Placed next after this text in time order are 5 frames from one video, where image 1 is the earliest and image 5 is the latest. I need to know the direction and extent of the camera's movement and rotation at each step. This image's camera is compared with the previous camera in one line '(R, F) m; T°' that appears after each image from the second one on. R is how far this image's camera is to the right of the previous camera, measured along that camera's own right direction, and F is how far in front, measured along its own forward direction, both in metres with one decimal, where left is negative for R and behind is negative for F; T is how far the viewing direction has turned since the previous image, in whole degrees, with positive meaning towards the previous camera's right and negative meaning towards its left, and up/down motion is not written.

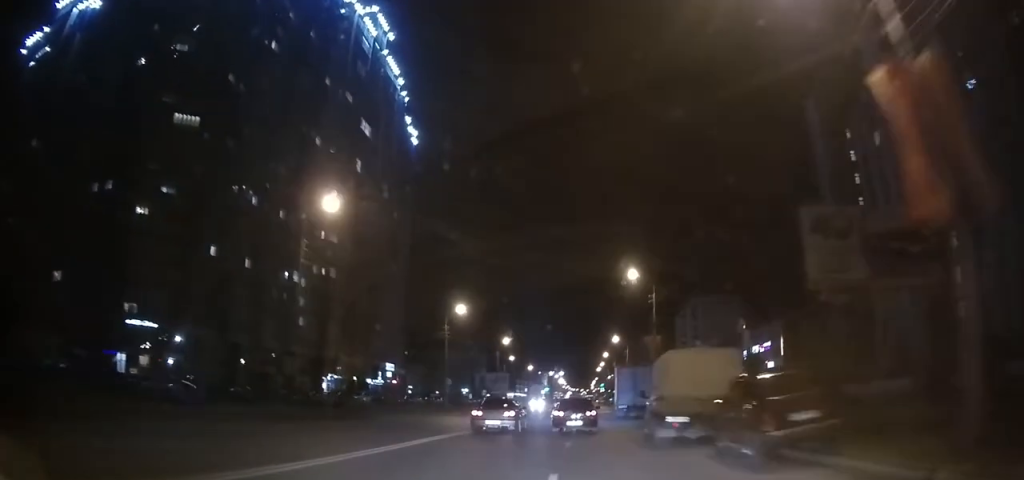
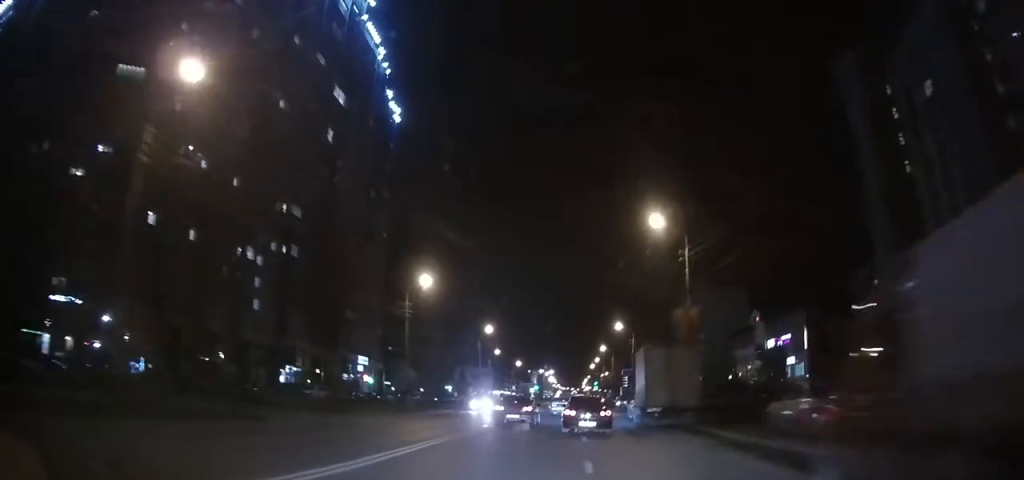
(0.0, +12.3) m; 0°
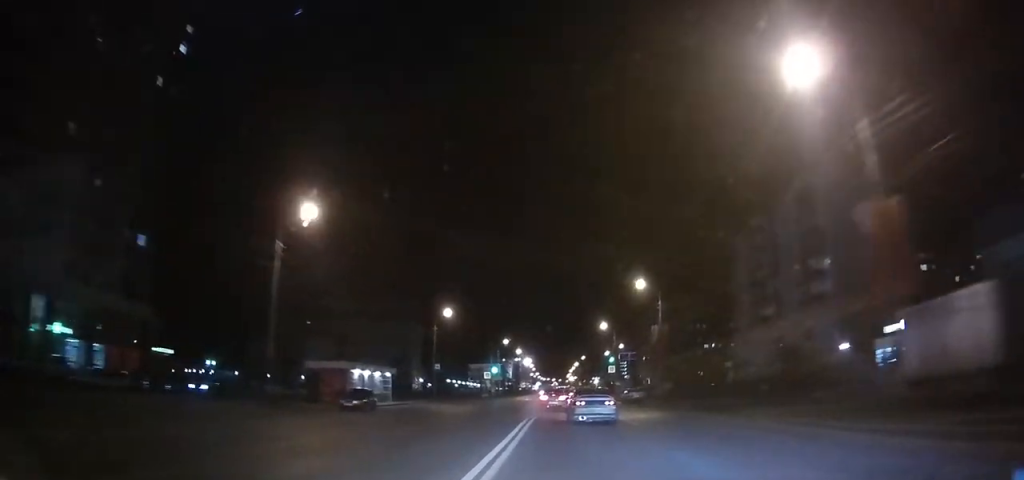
(+1.3, +77.9) m; +2°
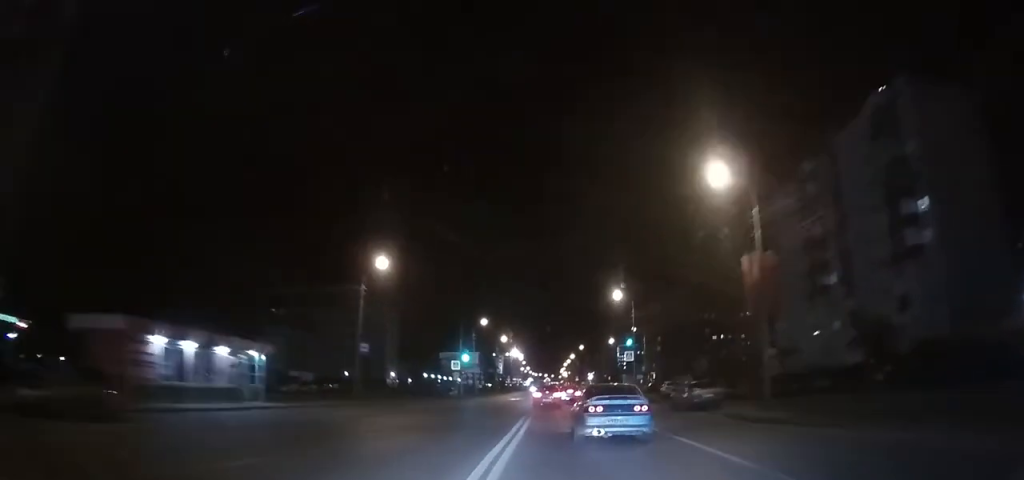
(+0.1, +24.5) m; +1°
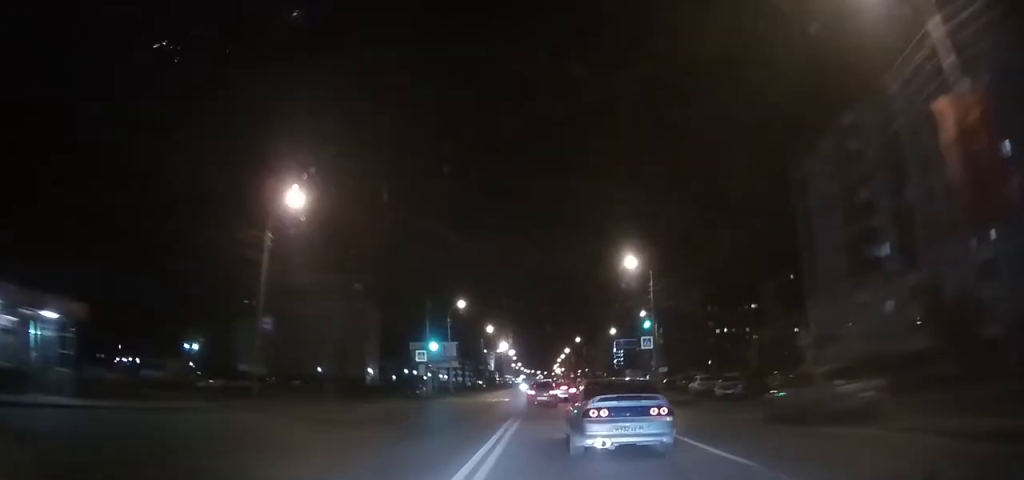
(0.0, +18.1) m; 0°
